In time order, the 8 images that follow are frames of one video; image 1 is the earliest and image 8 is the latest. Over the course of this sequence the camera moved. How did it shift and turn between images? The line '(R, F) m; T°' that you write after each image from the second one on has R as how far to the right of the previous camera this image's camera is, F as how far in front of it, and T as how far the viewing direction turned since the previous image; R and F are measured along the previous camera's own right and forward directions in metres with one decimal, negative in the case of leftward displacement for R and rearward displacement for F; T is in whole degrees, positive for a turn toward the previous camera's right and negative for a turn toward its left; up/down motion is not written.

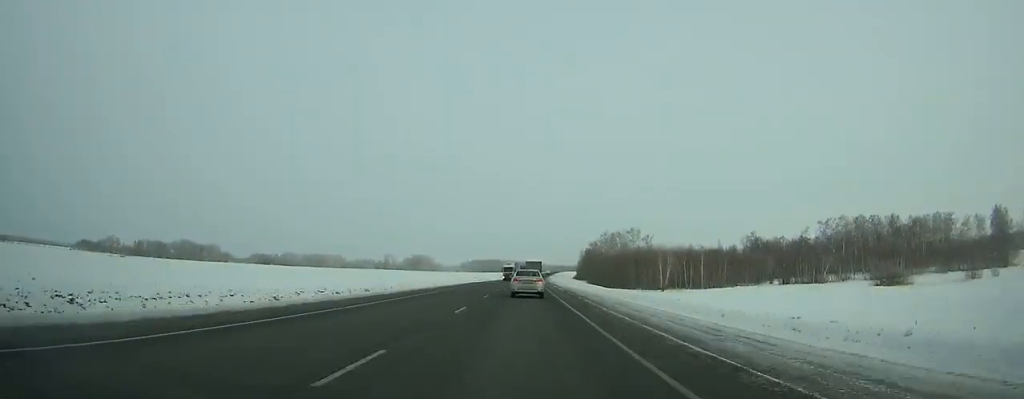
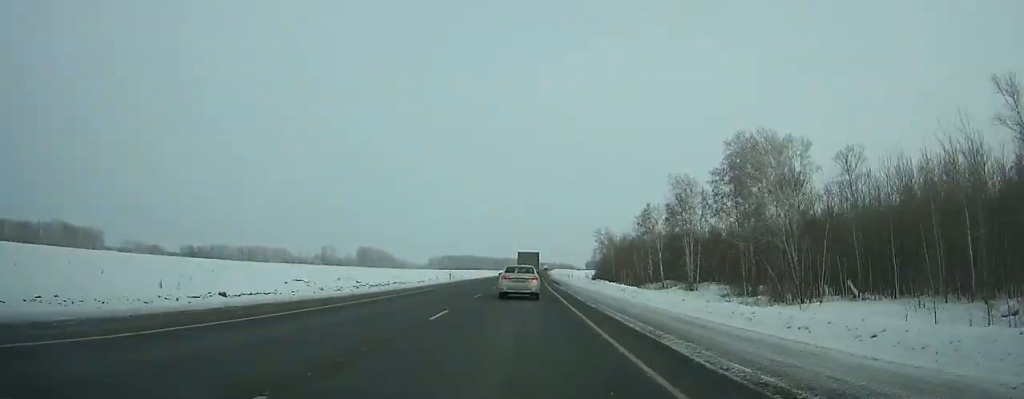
(+3.0, +156.4) m; +2°
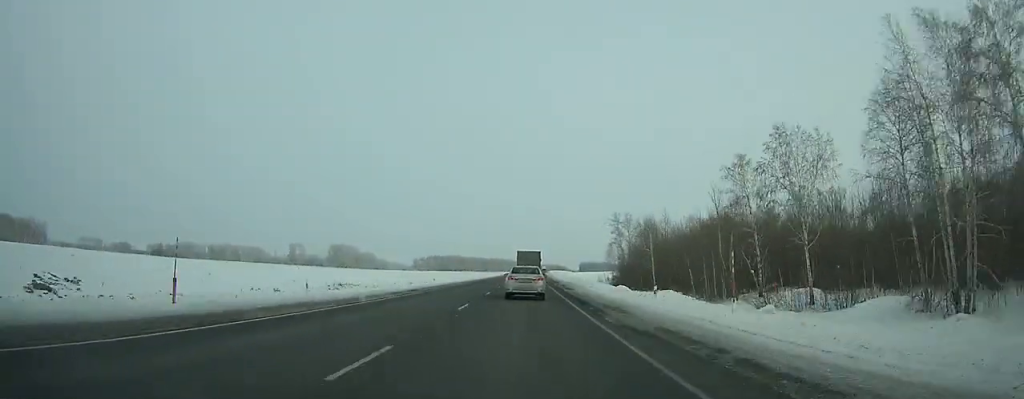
(+0.5, +56.7) m; +1°
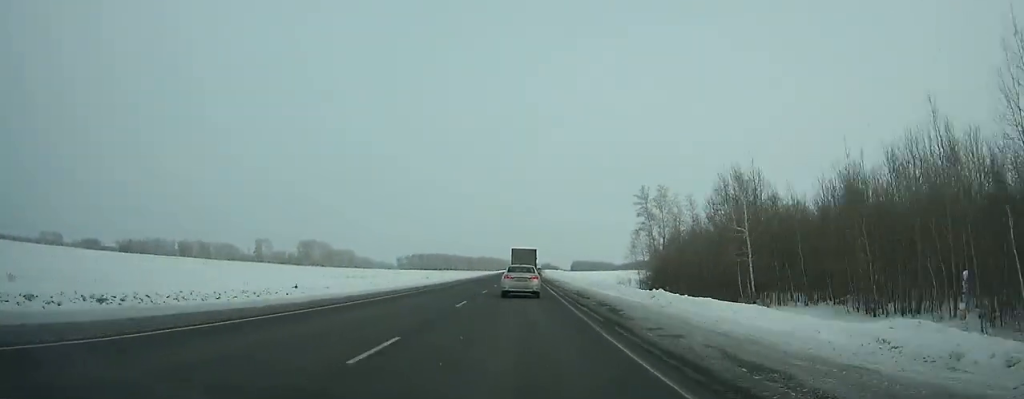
(+0.3, +46.3) m; 0°
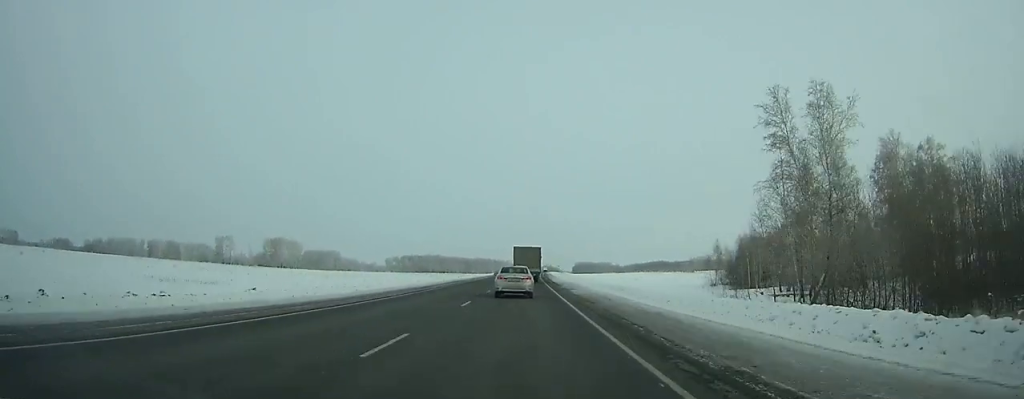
(+0.3, +60.4) m; 0°
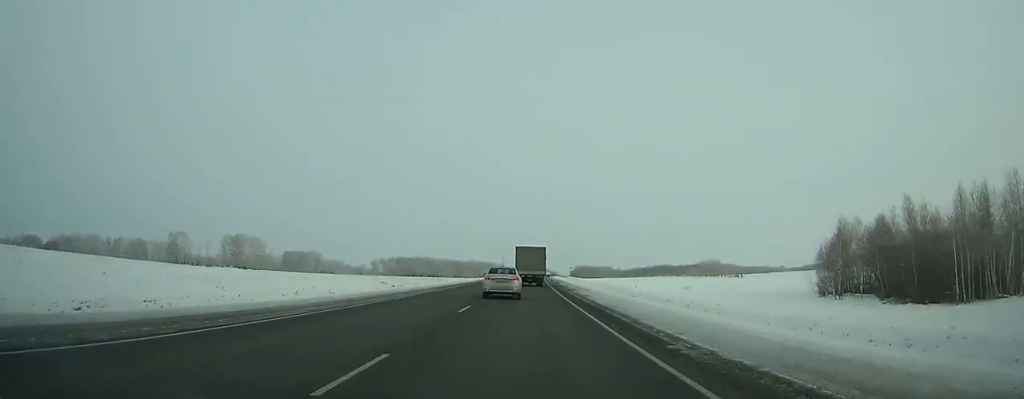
(+0.1, +50.5) m; 0°
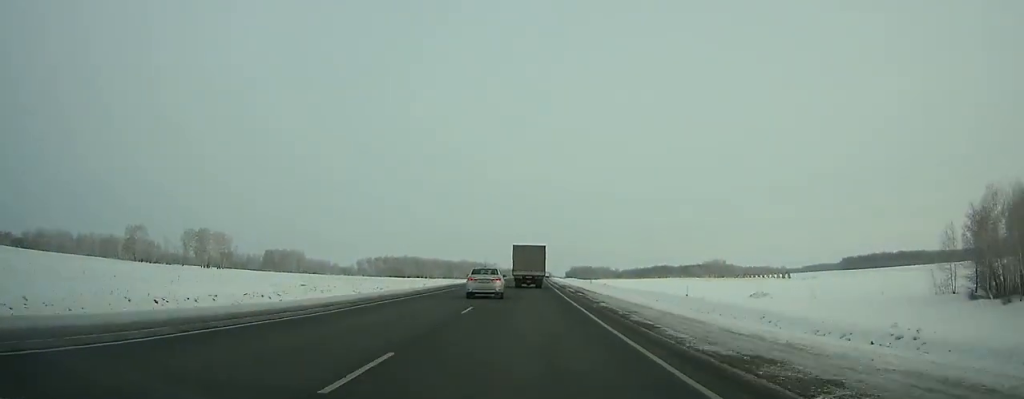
(0.0, +36.3) m; 0°
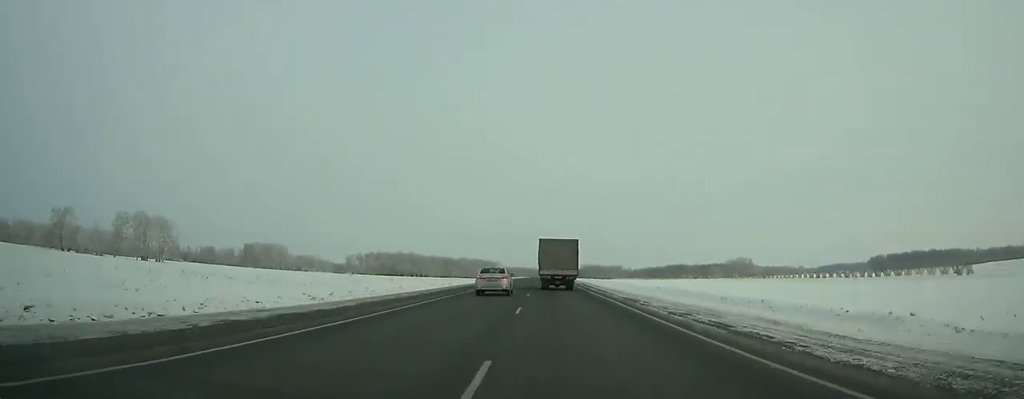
(+0.1, +60.9) m; +1°
